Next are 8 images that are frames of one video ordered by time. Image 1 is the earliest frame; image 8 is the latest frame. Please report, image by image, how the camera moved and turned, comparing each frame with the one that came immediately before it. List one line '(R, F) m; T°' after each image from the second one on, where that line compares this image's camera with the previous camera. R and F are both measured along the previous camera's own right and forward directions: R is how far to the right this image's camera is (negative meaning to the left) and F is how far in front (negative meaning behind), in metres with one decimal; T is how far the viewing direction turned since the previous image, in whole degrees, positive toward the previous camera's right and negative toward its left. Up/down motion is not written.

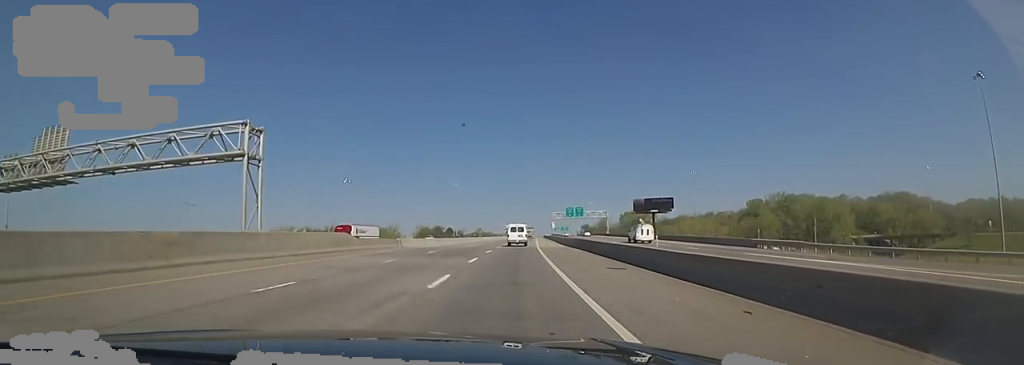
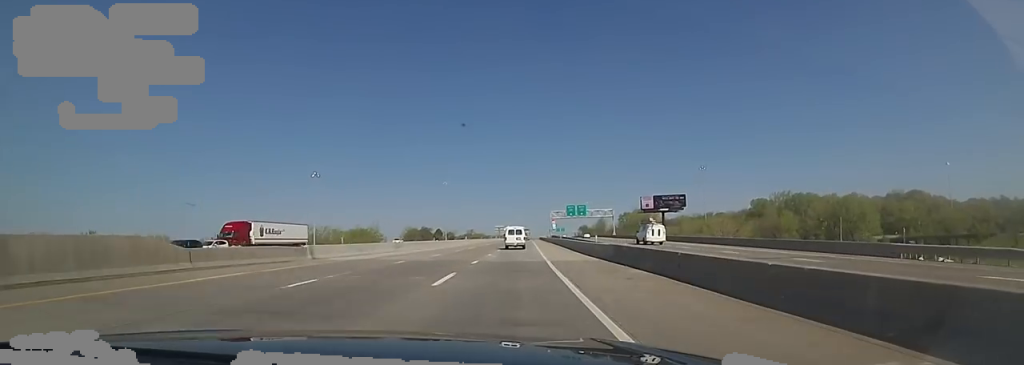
(+1.1, +18.7) m; +1°
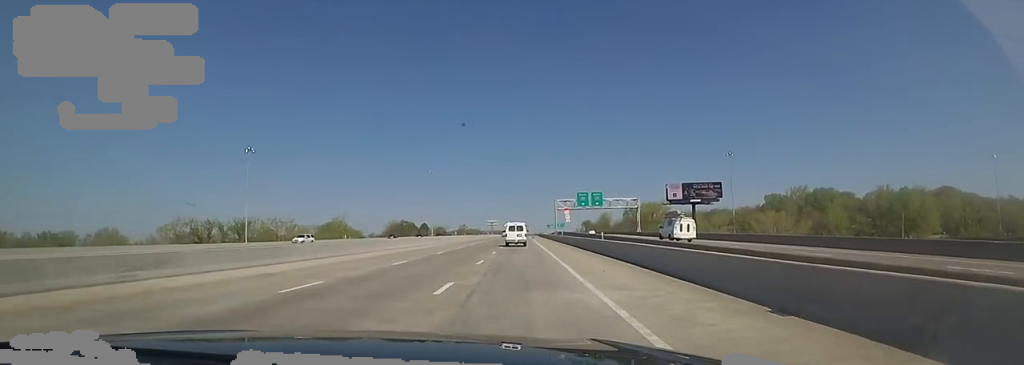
(+0.5, +30.8) m; +1°
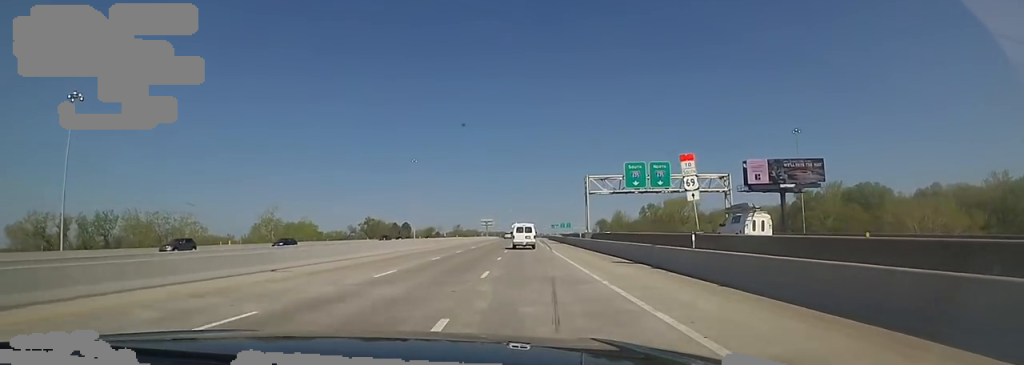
(+0.2, +43.8) m; +1°
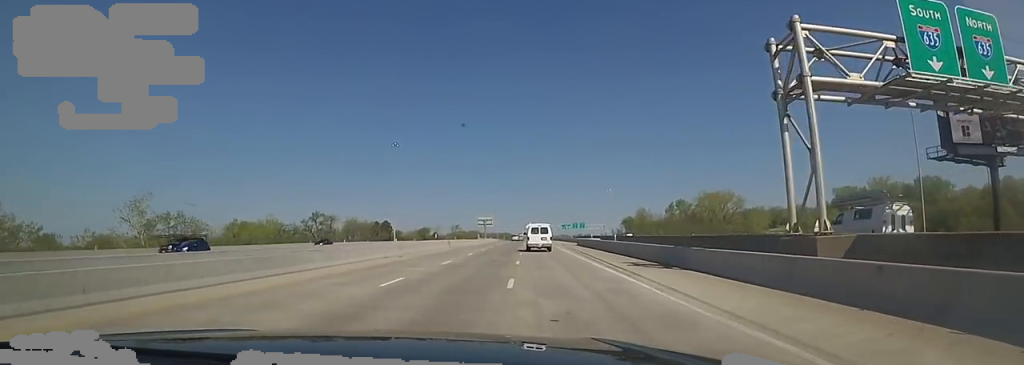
(0.0, +41.6) m; -1°
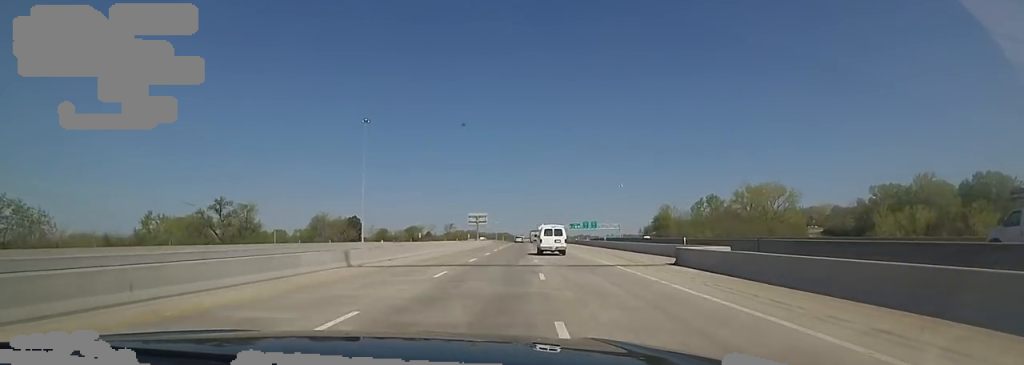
(-0.4, +36.4) m; 0°
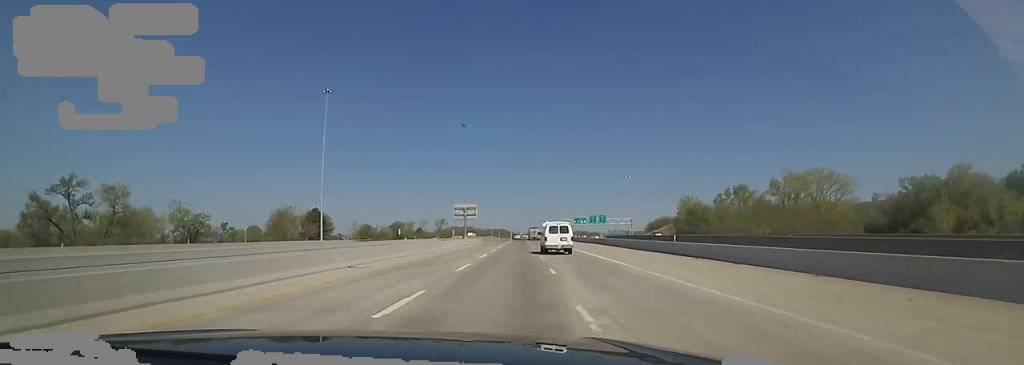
(+0.5, +27.6) m; 0°
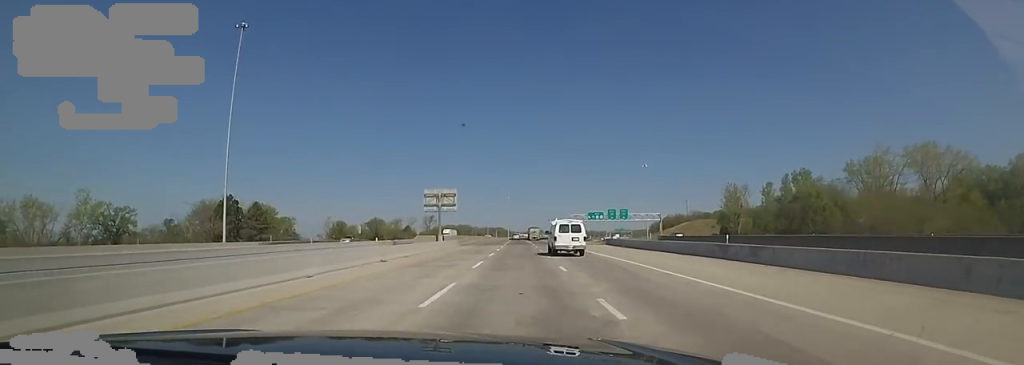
(-0.5, +38.4) m; 0°
